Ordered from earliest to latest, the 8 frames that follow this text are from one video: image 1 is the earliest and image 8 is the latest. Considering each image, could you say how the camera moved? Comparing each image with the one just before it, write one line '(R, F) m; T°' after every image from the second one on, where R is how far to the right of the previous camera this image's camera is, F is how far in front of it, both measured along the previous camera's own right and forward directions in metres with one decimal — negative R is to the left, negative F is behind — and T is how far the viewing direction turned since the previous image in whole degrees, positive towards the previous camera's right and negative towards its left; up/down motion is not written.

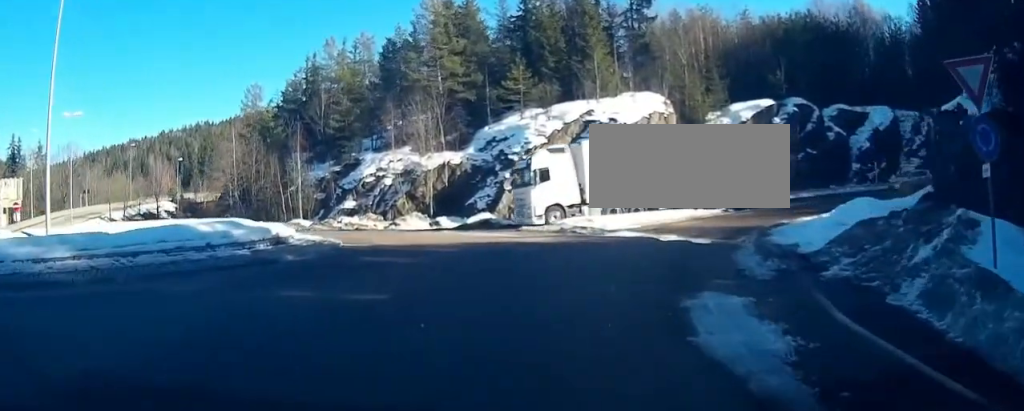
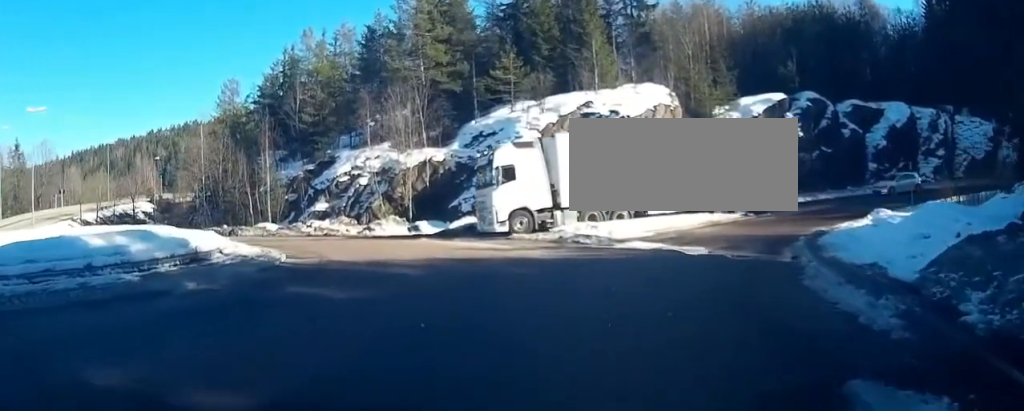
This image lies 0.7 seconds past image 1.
(-0.1, +5.2) m; -1°
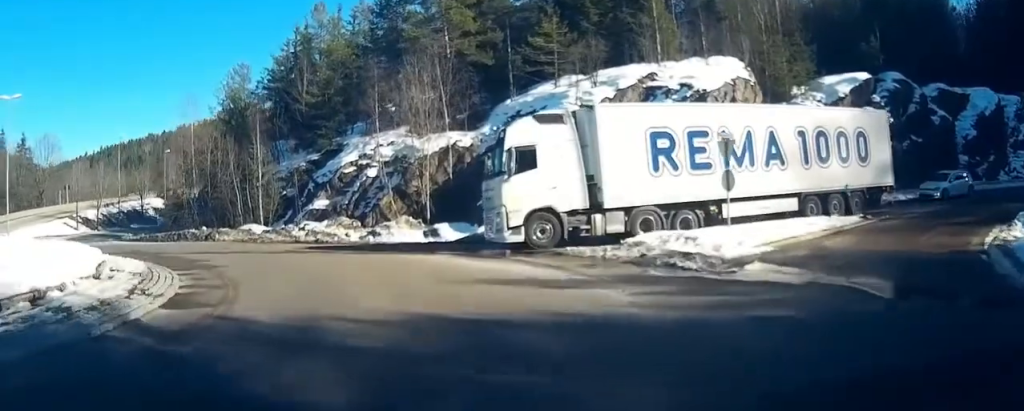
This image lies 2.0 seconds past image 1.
(+0.1, +8.3) m; -1°
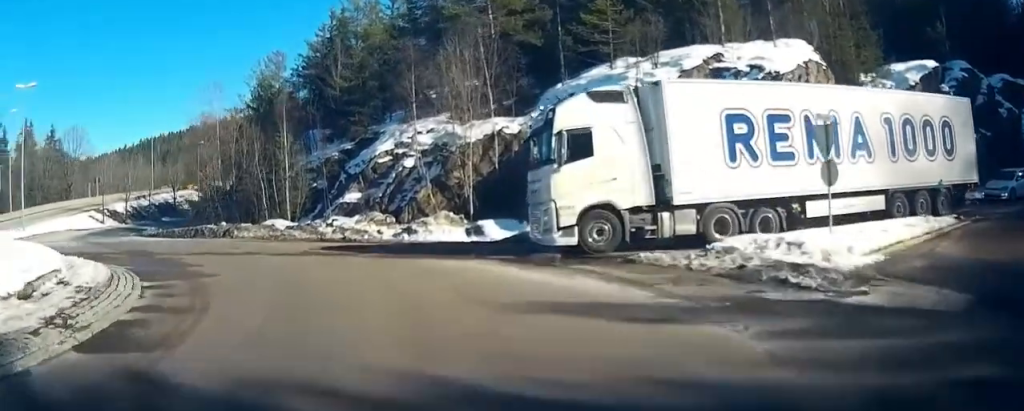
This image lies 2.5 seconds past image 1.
(+0.1, +3.0) m; -2°
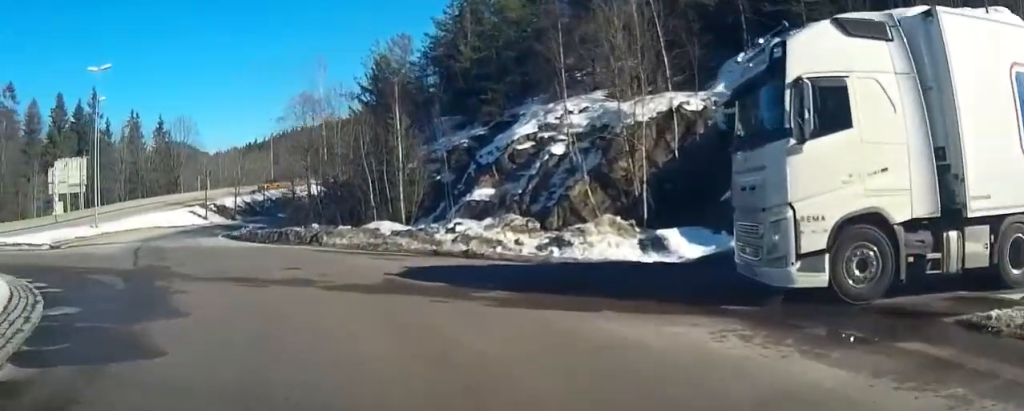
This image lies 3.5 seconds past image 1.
(-0.5, +6.3) m; -12°
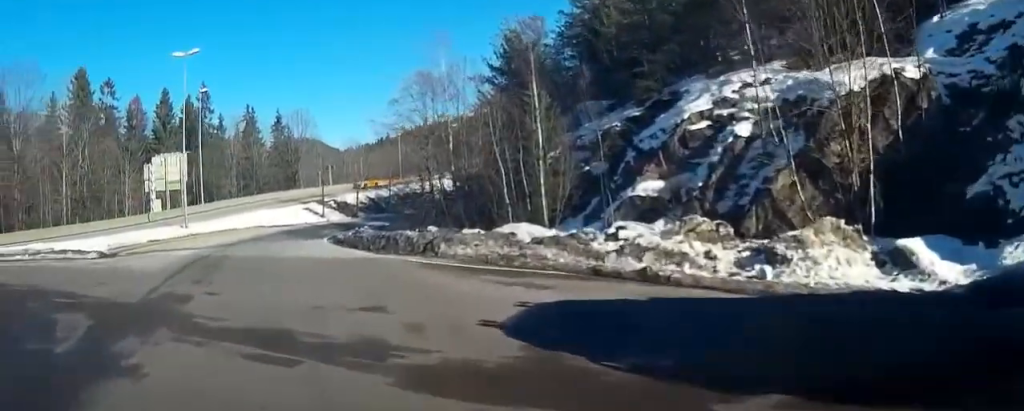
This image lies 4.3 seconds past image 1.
(-0.5, +5.0) m; -11°
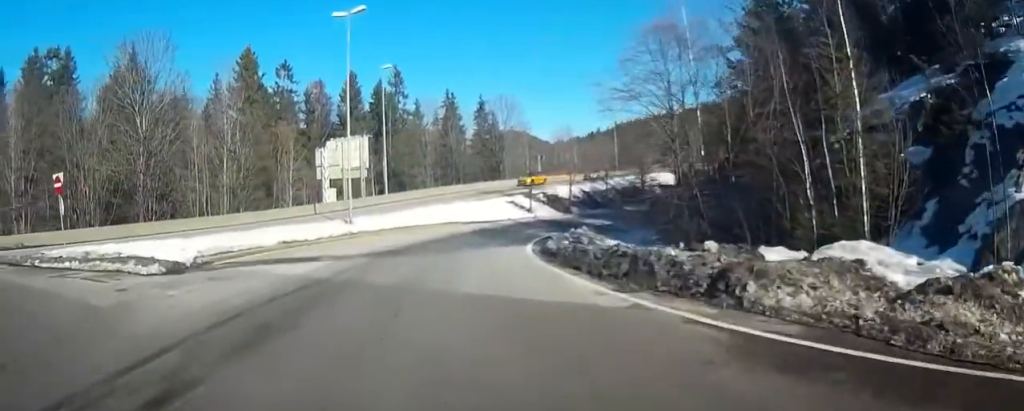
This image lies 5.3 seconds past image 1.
(-1.0, +7.5) m; -14°
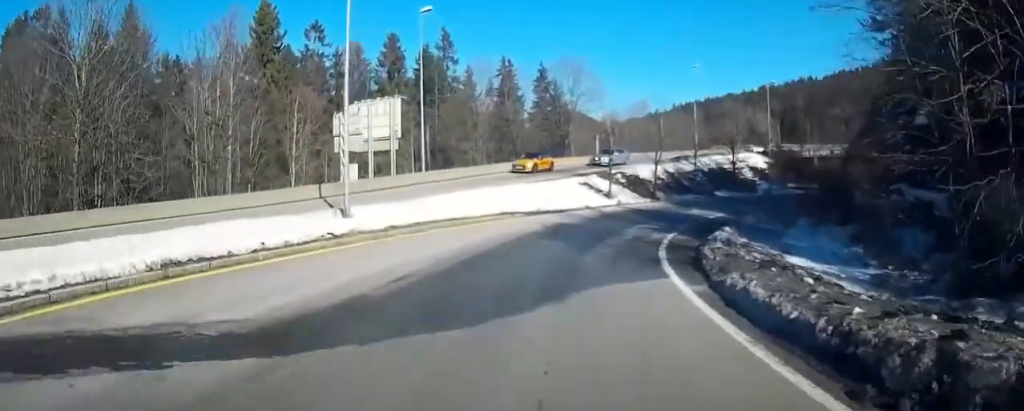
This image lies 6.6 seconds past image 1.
(-1.1, +10.7) m; -5°
